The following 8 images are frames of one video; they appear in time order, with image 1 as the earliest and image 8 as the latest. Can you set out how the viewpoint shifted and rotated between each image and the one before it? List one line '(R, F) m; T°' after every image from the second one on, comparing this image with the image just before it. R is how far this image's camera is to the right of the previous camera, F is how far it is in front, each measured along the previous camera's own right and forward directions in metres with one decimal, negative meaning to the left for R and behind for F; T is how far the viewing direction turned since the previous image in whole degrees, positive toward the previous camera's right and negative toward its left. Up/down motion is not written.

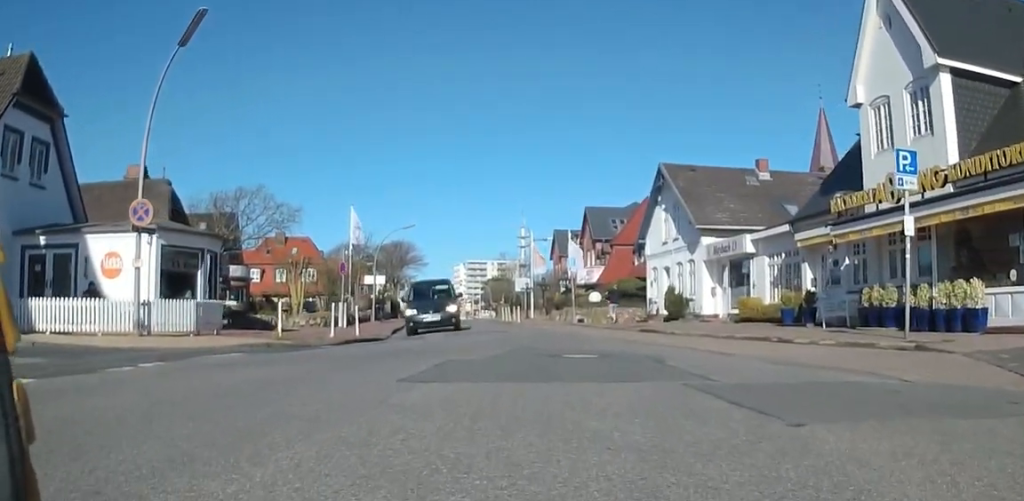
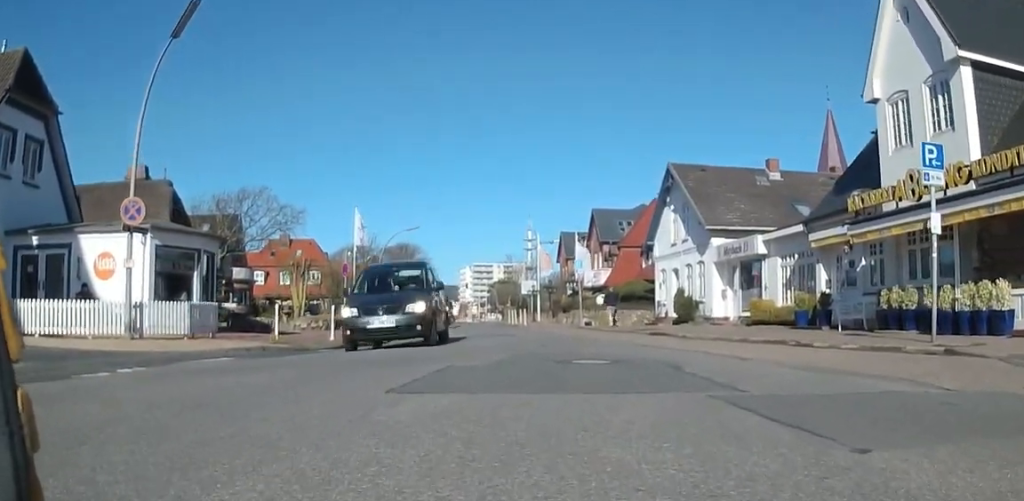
(0.0, +4.3) m; 0°
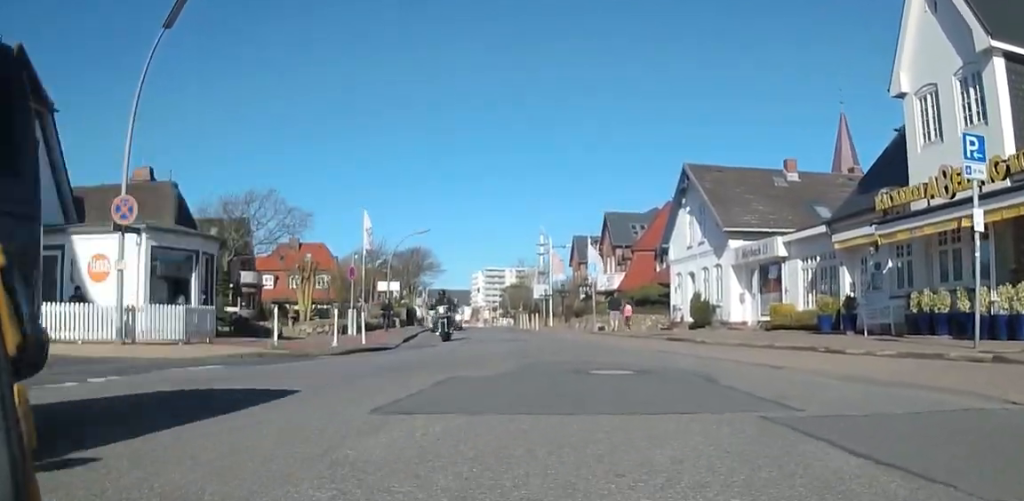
(0.0, +5.8) m; 0°
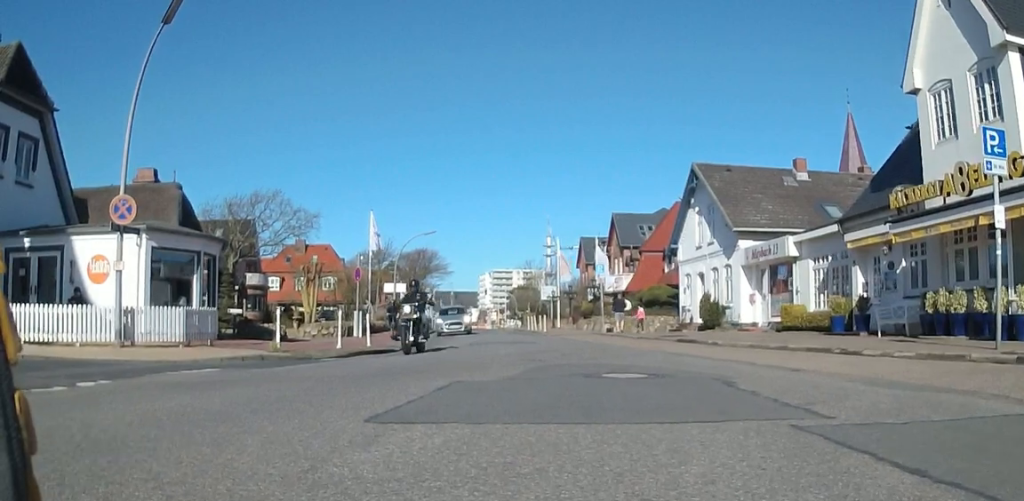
(0.0, +2.5) m; 0°
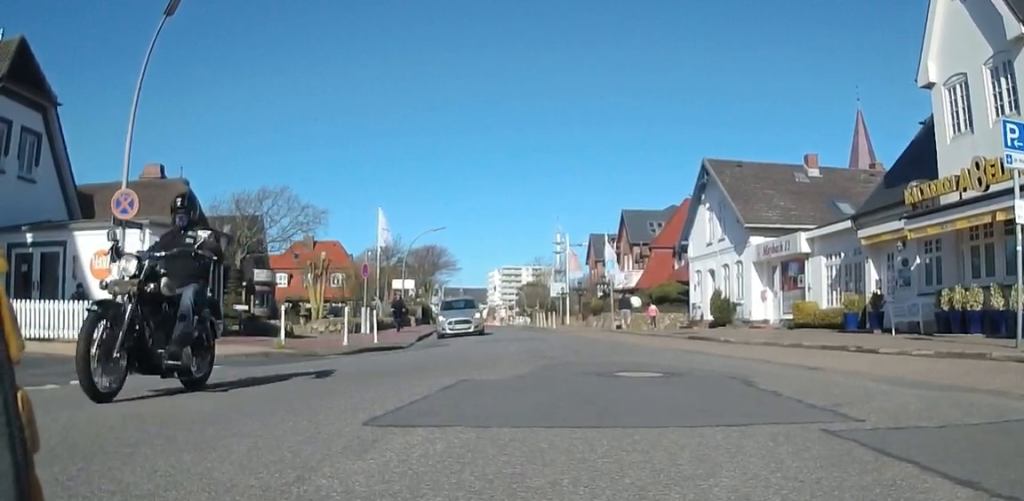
(0.0, +3.4) m; 0°
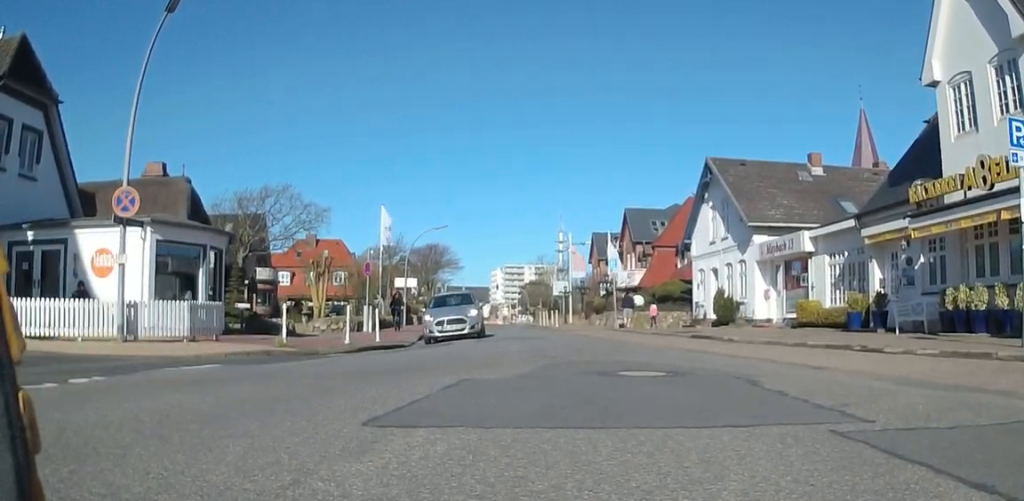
(0.0, +1.7) m; 0°
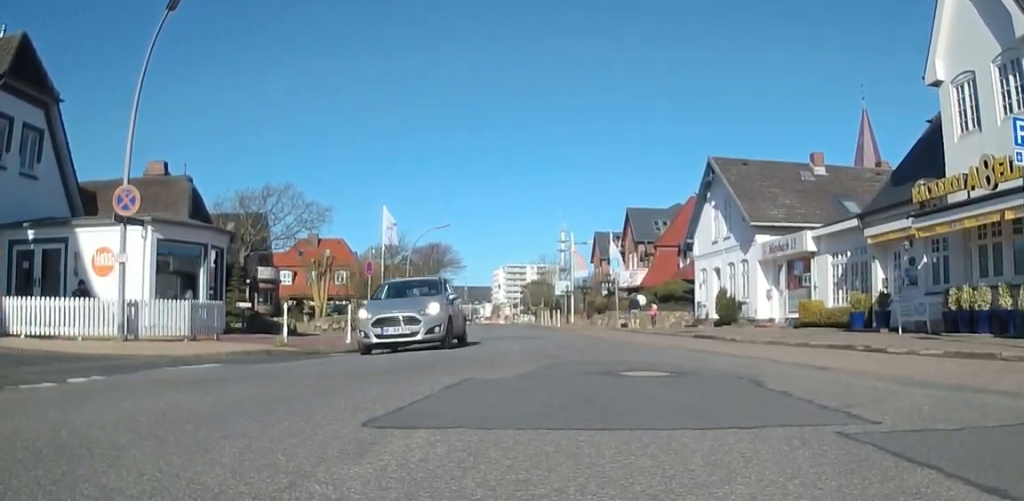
(0.0, +1.9) m; 0°
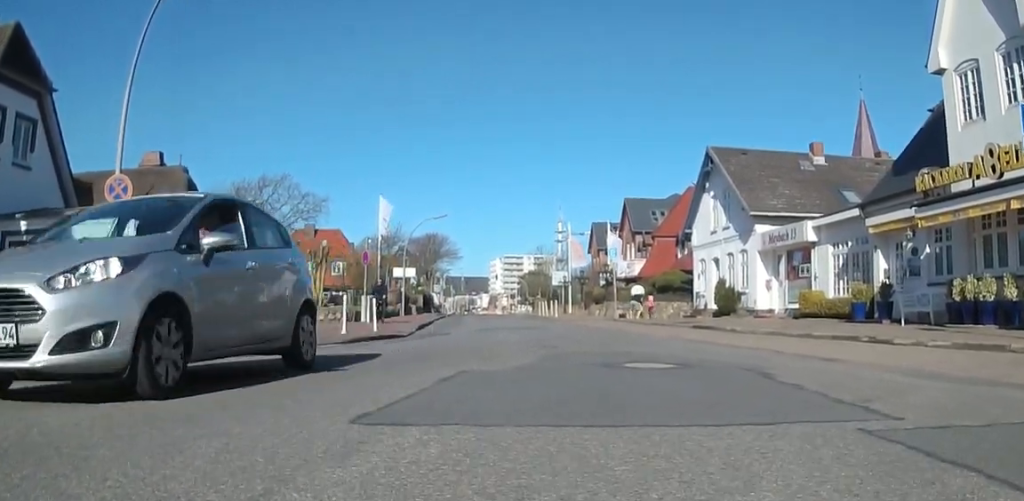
(0.0, +1.8) m; 0°
